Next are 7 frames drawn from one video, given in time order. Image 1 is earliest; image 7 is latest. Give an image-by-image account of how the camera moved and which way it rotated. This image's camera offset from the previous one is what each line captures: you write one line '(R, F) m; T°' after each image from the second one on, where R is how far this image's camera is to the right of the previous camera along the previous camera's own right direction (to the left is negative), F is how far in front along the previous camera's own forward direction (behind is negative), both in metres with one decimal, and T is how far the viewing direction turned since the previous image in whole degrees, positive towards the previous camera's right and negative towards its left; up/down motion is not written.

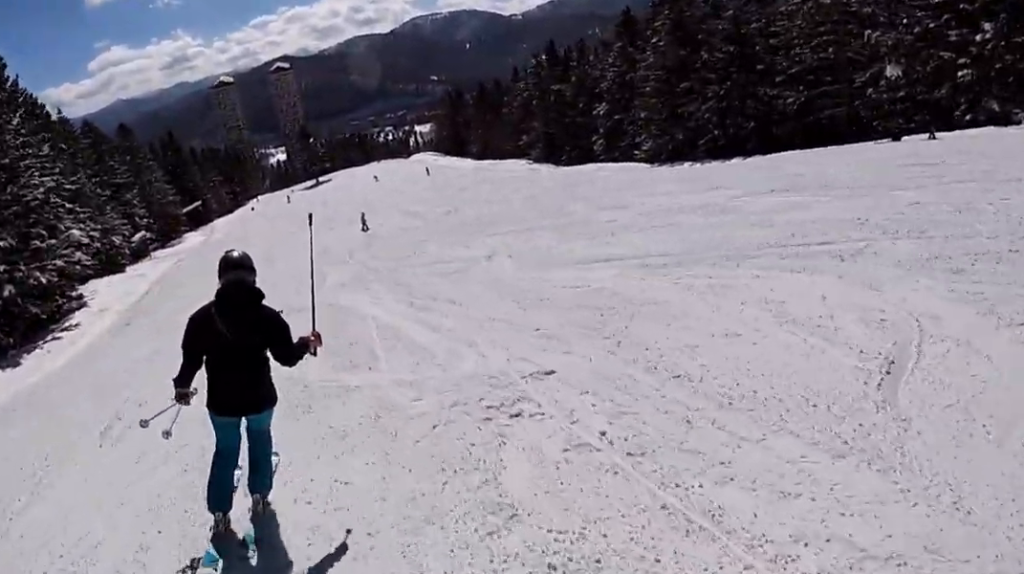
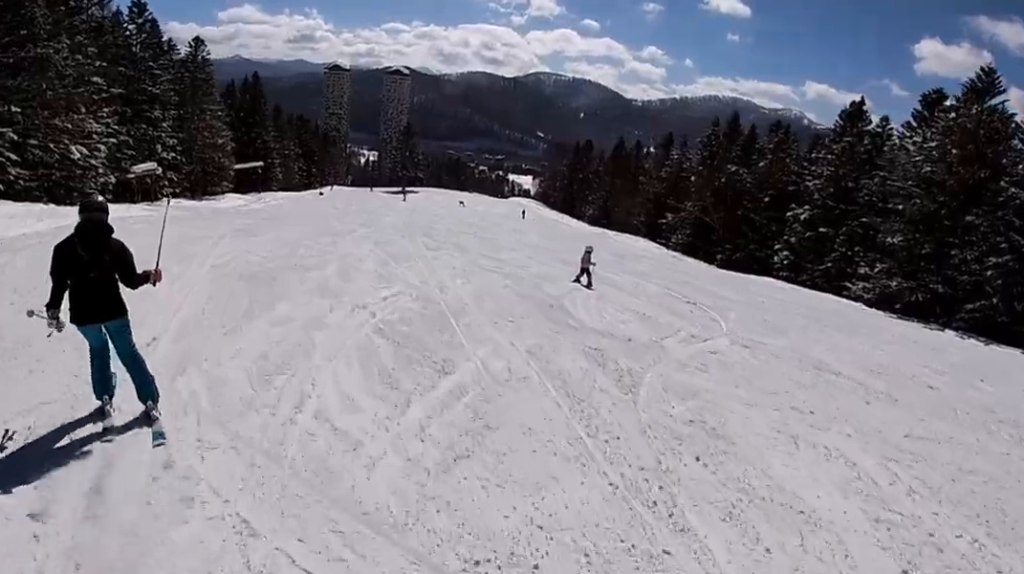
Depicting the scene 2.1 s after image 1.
(+1.3, +22.8) m; 0°
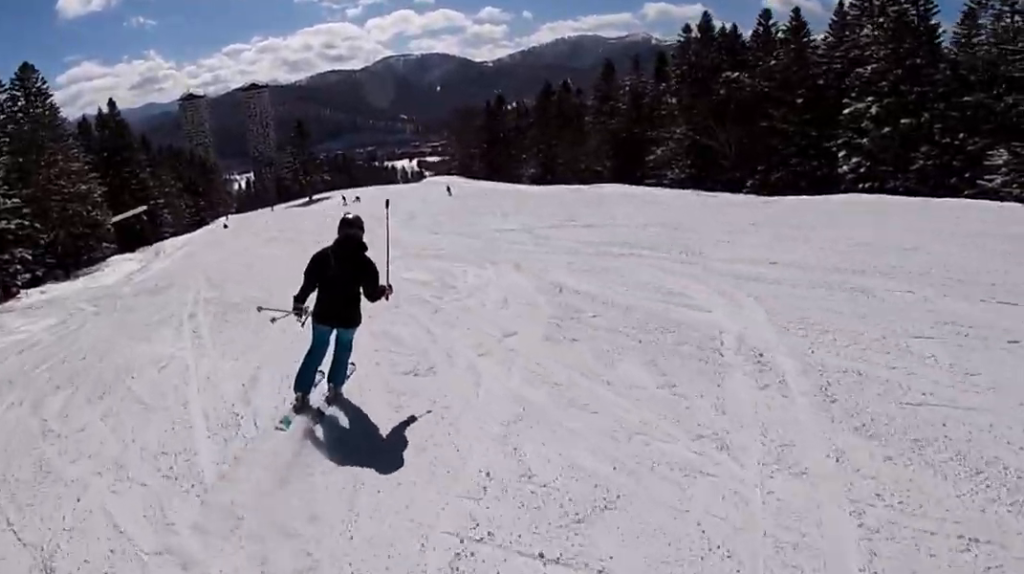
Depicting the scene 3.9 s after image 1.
(+1.0, +20.4) m; +13°
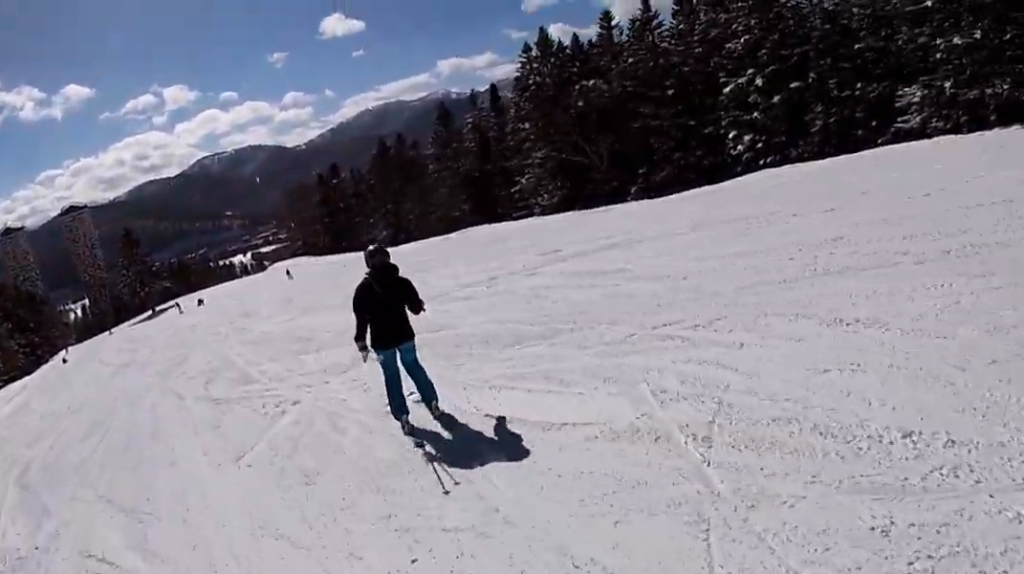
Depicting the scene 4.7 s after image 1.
(+0.9, +9.4) m; +9°
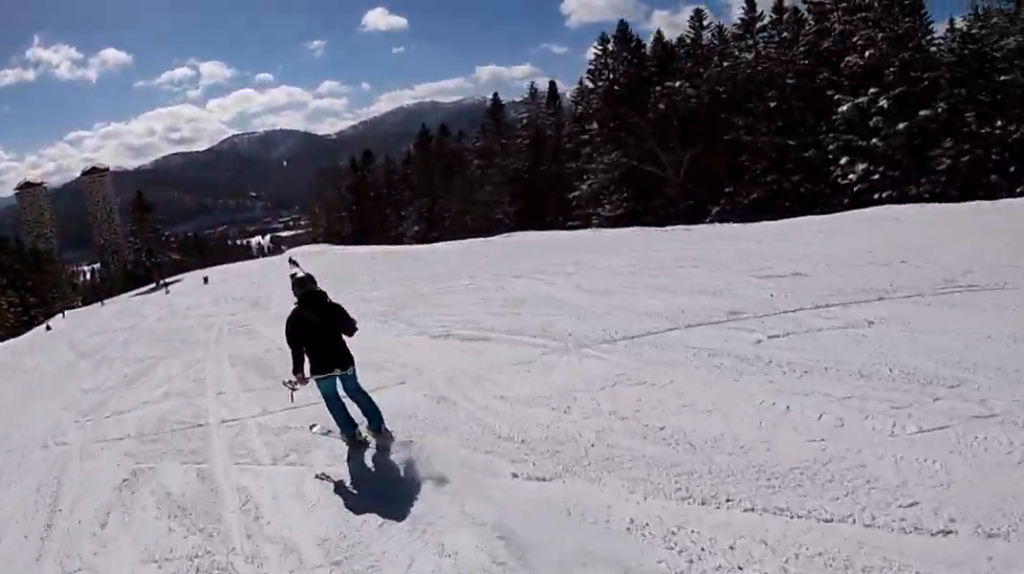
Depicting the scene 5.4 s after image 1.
(+0.6, +8.4) m; +4°
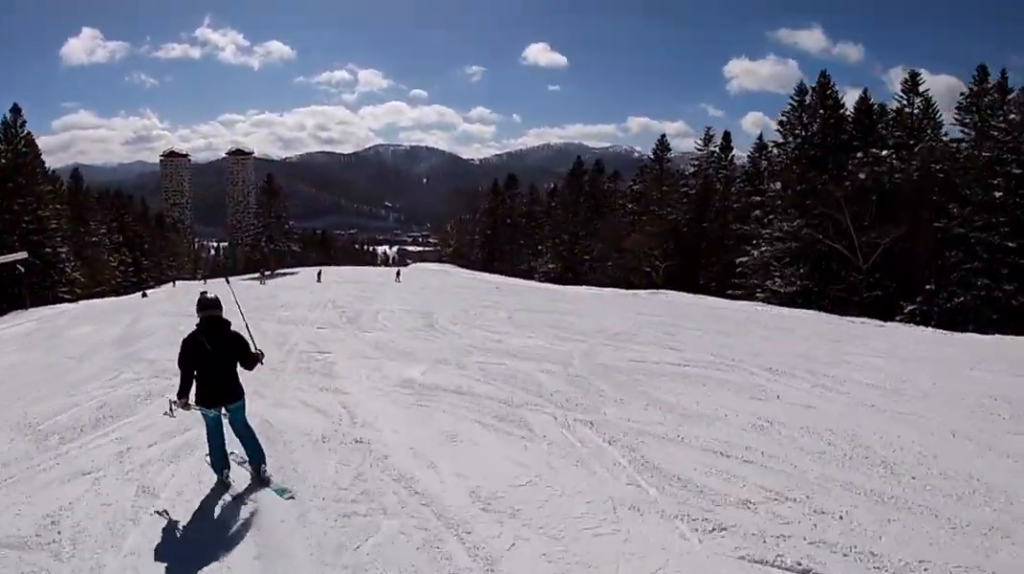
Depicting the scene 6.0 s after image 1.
(0.0, +6.9) m; -3°
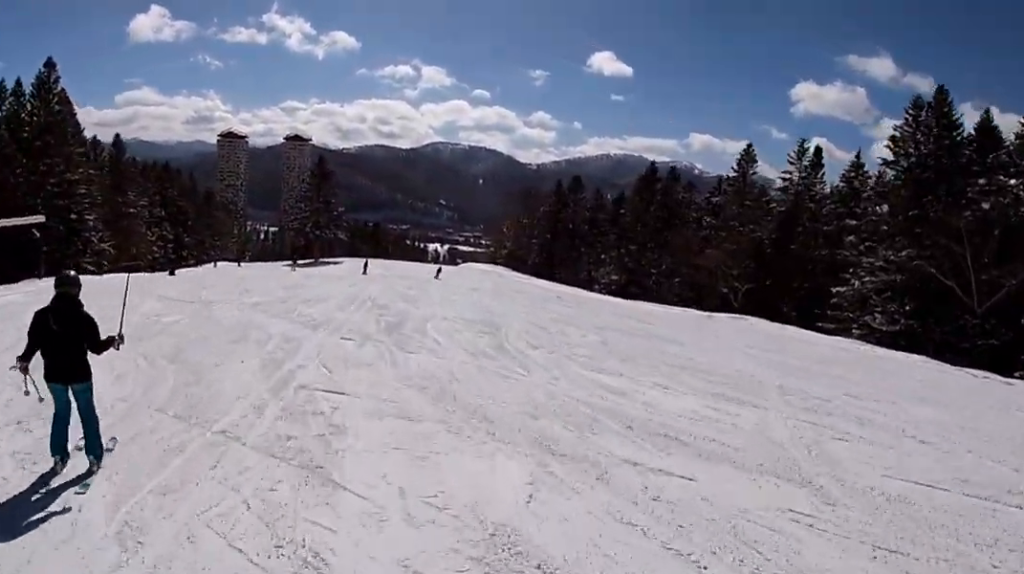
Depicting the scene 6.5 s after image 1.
(+0.1, +6.1) m; -3°
